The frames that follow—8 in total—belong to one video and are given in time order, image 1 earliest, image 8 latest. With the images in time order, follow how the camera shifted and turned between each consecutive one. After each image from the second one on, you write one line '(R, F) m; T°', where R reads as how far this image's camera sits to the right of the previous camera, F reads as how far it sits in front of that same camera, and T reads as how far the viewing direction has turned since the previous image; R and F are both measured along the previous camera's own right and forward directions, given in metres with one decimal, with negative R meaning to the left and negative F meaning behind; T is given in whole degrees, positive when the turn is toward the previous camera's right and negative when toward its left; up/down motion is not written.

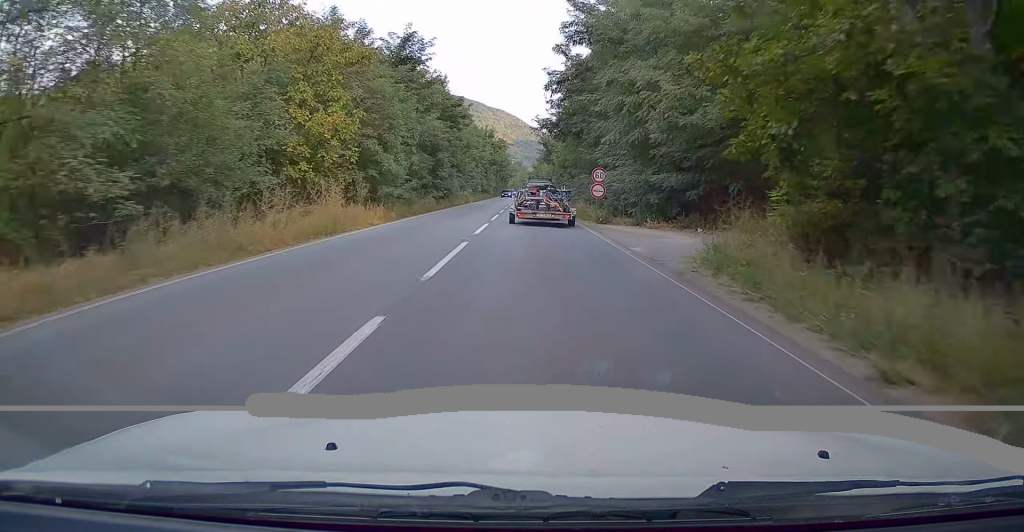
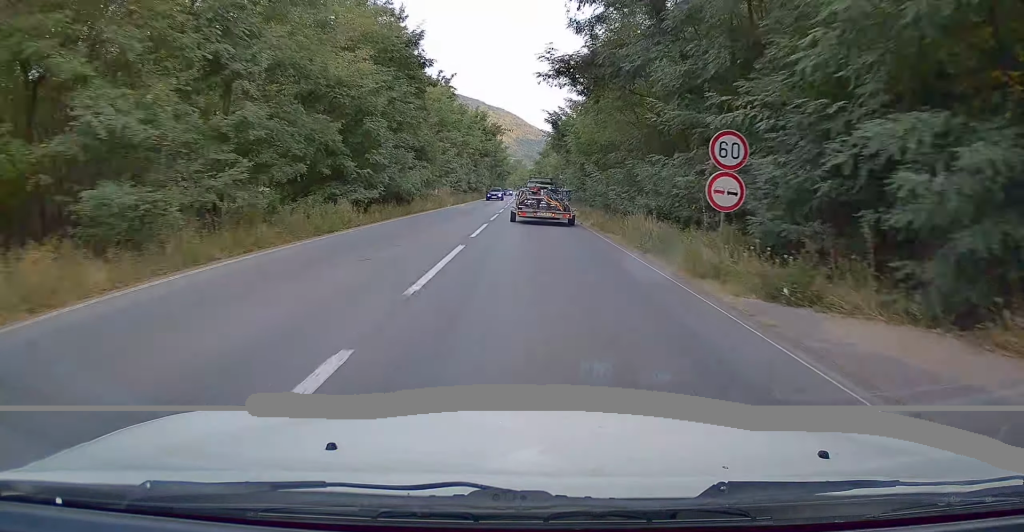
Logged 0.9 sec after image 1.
(-0.1, +19.3) m; 0°
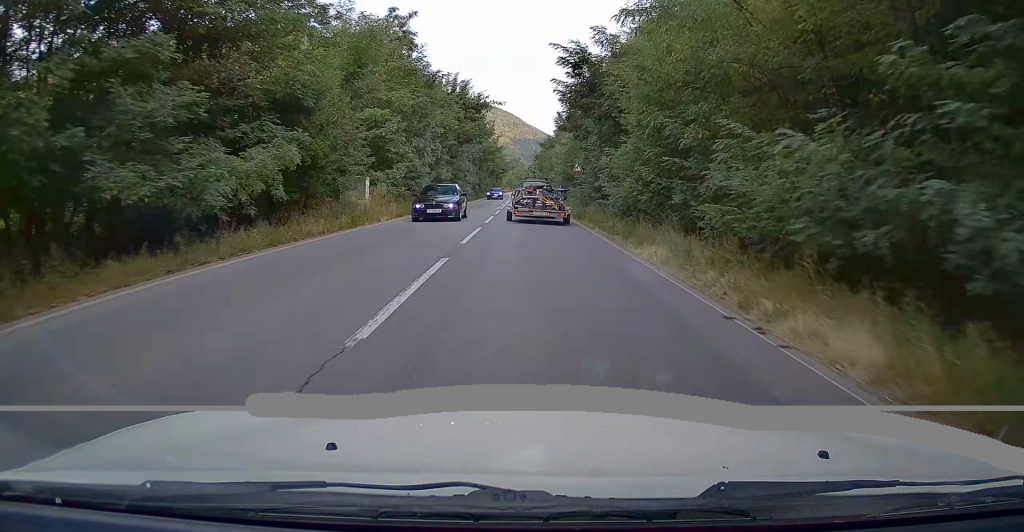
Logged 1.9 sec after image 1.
(+0.1, +20.6) m; 0°
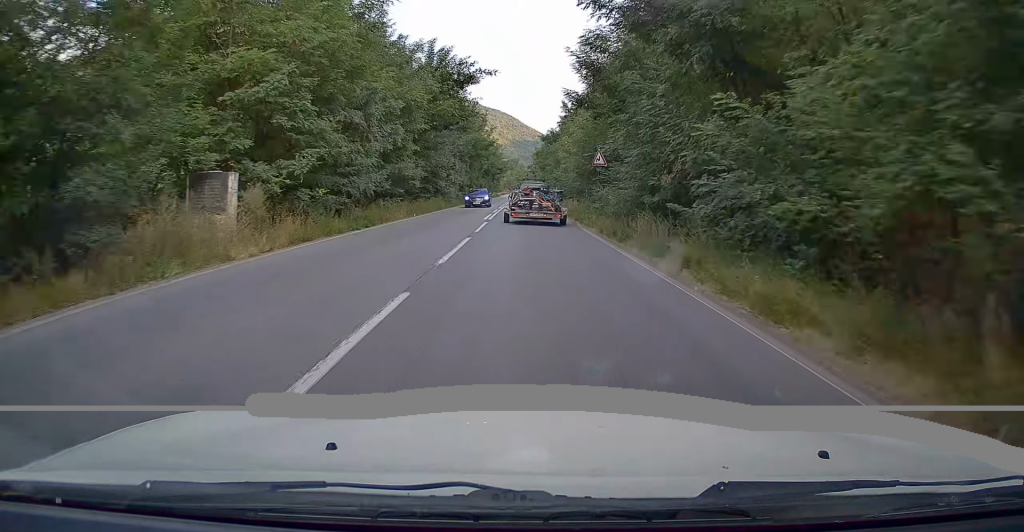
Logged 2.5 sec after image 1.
(-0.2, +12.7) m; 0°
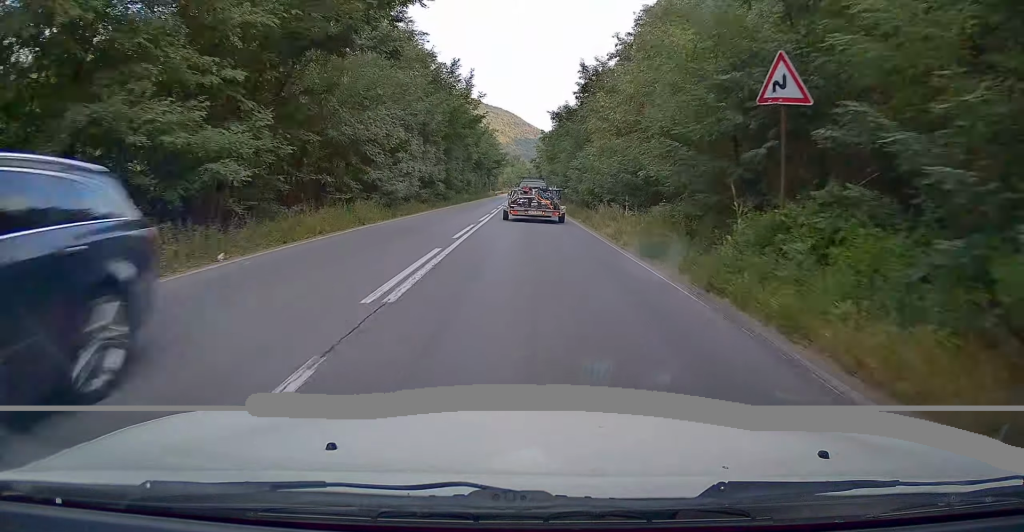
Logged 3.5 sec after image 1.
(+0.1, +20.9) m; 0°
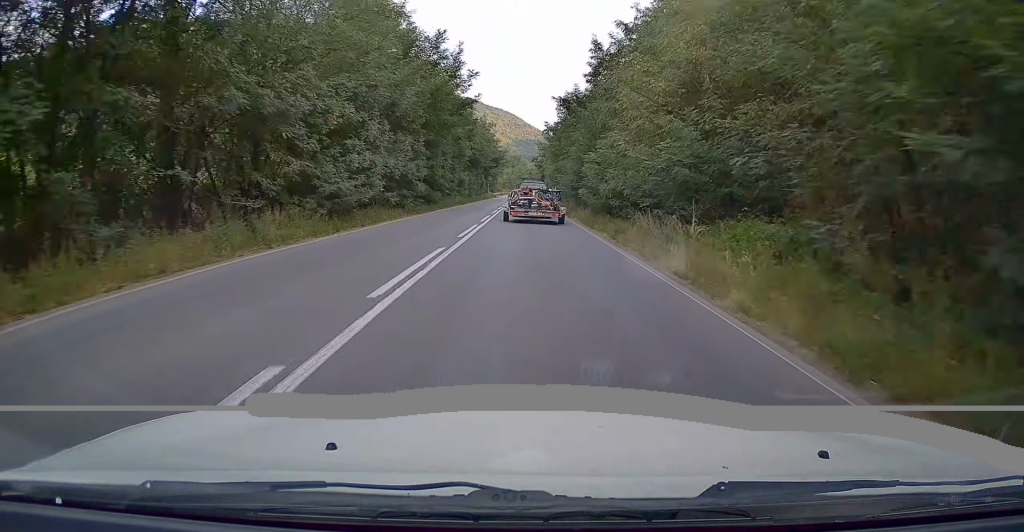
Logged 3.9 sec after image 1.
(0.0, +8.4) m; 0°
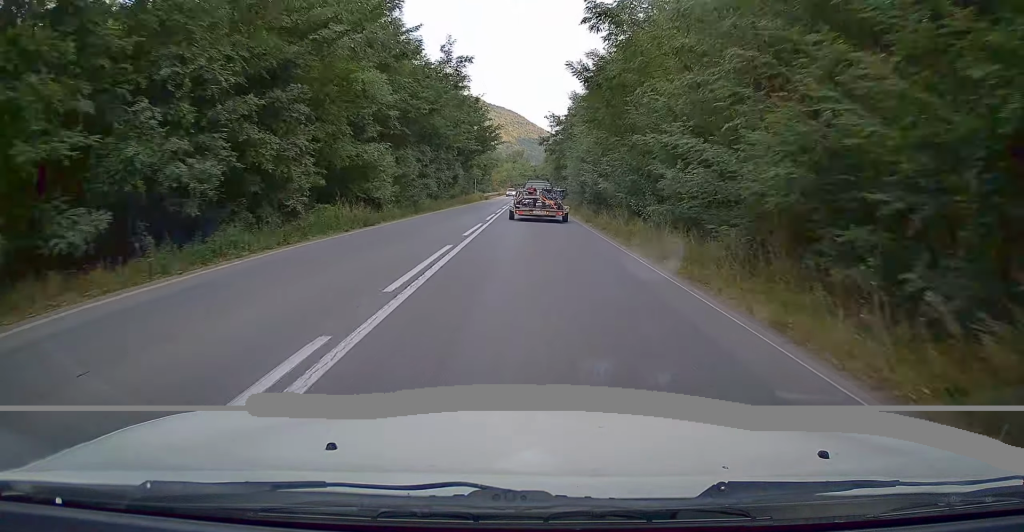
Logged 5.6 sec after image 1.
(+0.4, +35.7) m; +1°
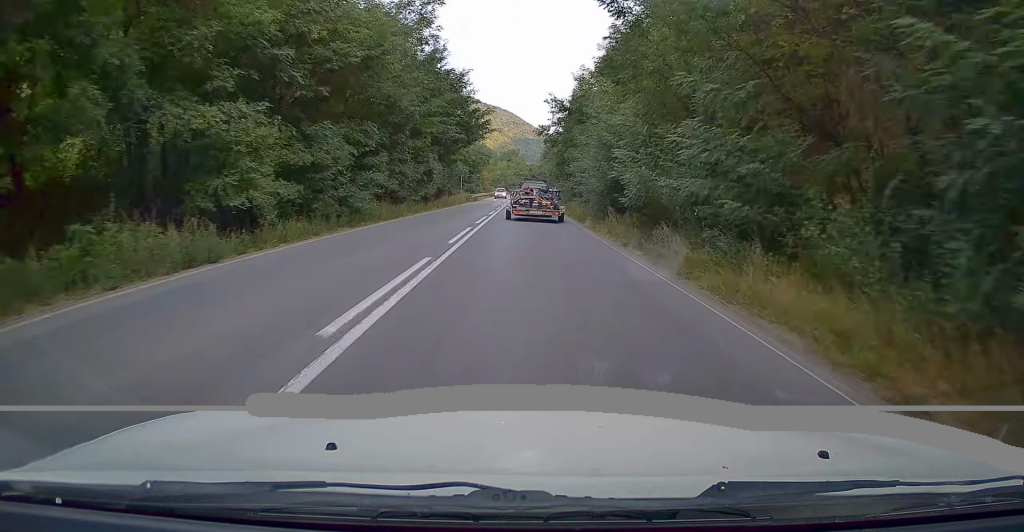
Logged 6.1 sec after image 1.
(-0.2, +11.8) m; -1°
